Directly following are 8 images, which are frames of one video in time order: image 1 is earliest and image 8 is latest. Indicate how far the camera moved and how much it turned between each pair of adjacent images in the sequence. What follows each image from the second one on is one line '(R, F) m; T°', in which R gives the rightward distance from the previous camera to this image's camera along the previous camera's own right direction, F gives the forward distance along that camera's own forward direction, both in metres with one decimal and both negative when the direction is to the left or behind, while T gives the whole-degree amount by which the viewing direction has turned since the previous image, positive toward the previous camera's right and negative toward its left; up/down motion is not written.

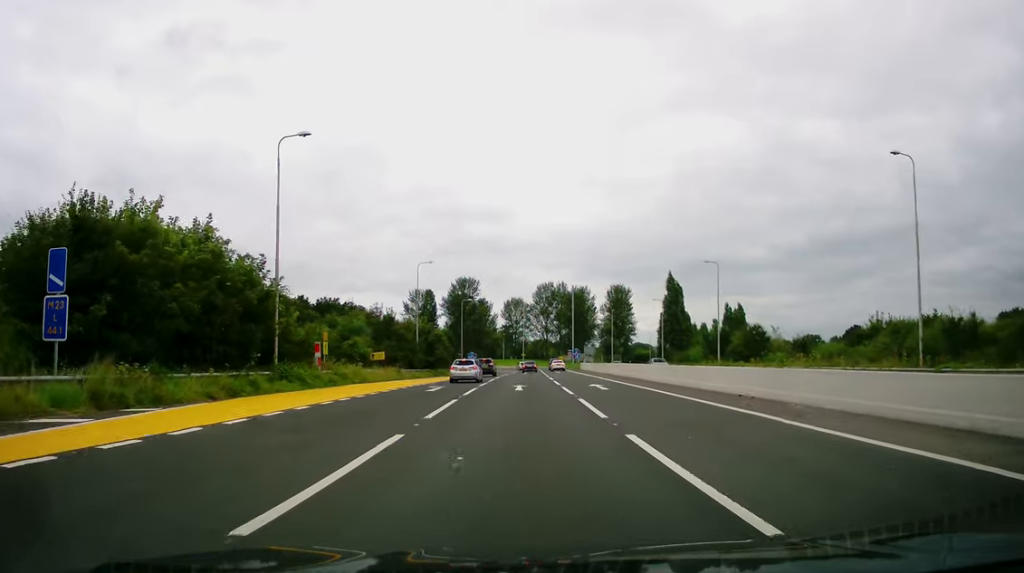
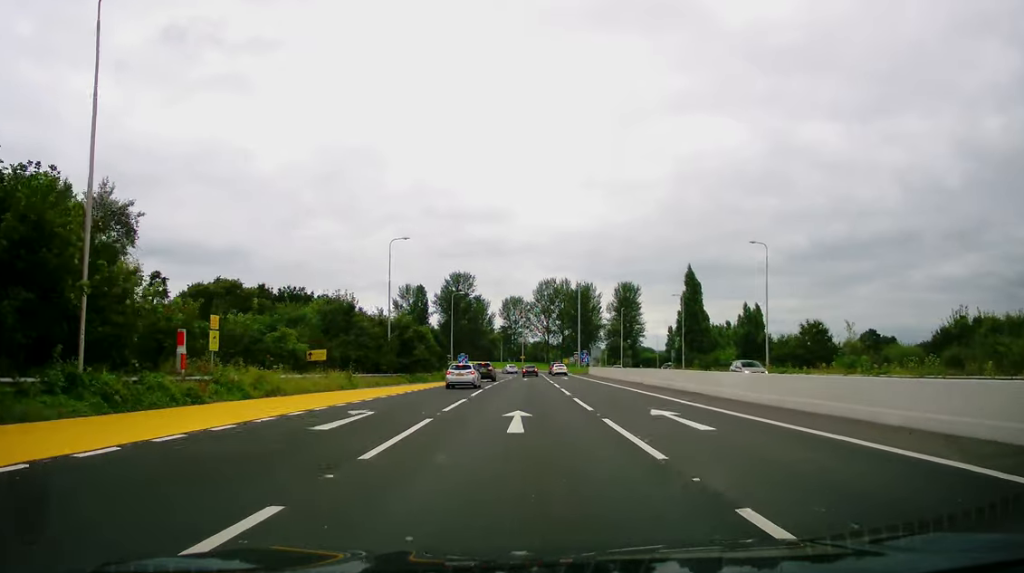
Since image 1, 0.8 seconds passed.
(+0.2, +15.2) m; 0°
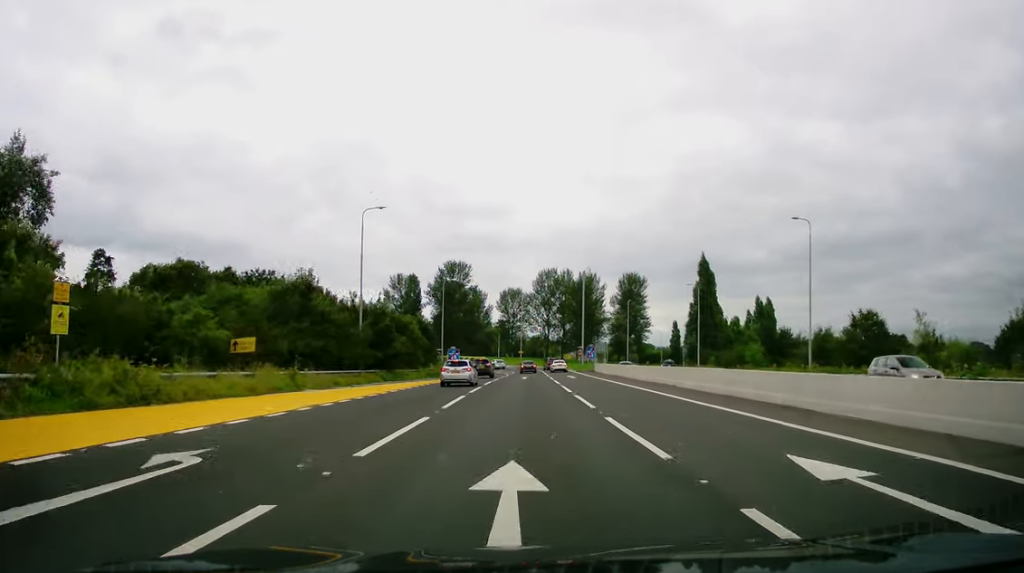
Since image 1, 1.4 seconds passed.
(-0.2, +9.5) m; 0°
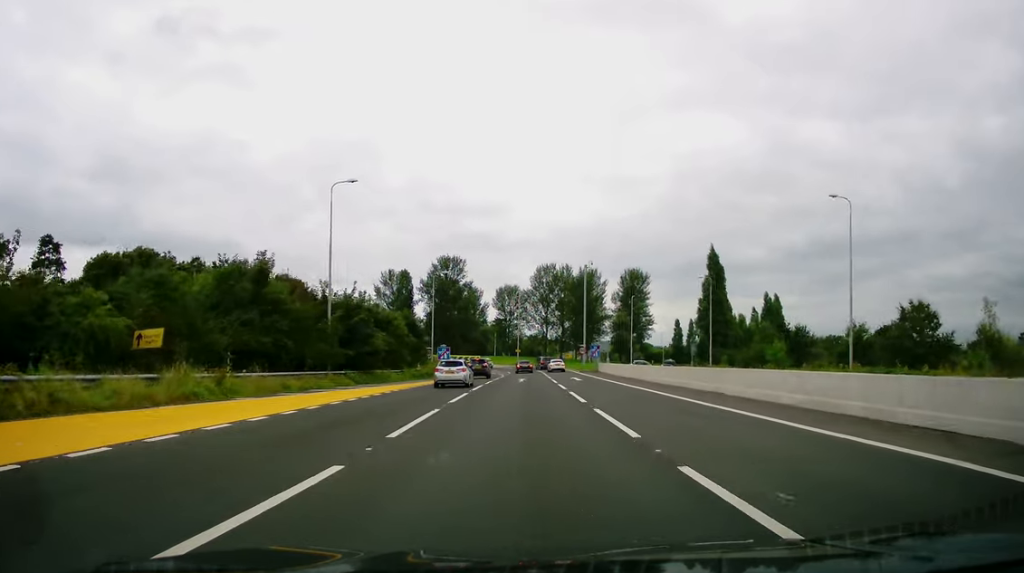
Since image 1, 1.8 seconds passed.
(-0.2, +7.1) m; 0°
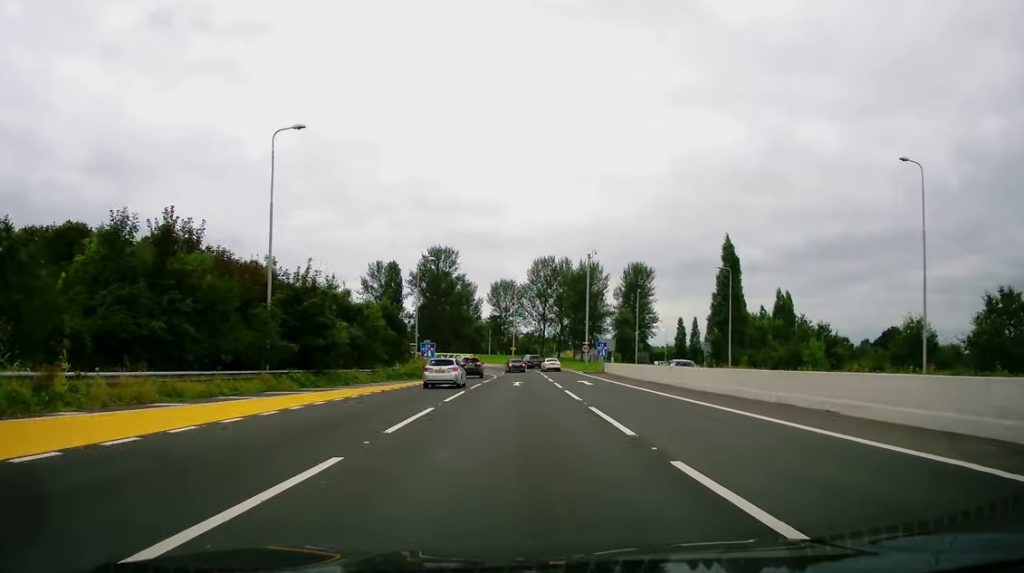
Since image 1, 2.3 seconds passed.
(+0.1, +9.3) m; +1°
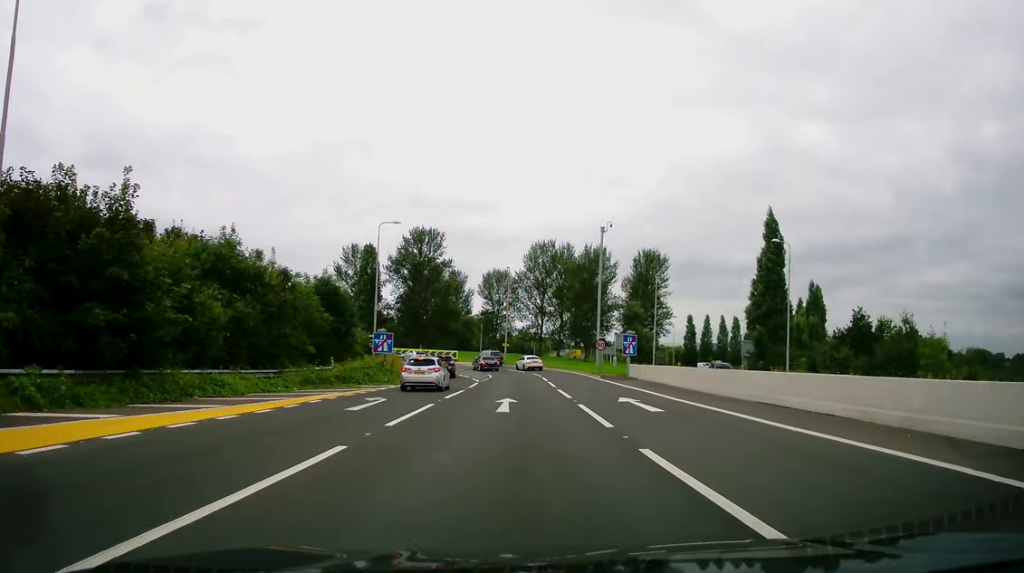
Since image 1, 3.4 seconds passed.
(+0.3, +17.9) m; +2°
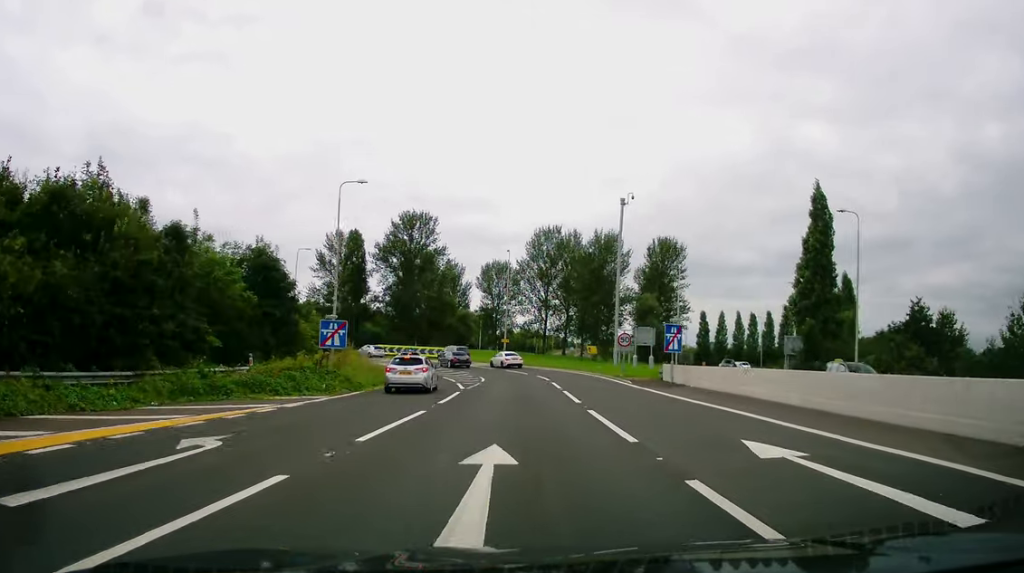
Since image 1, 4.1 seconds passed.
(+0.1, +12.1) m; 0°
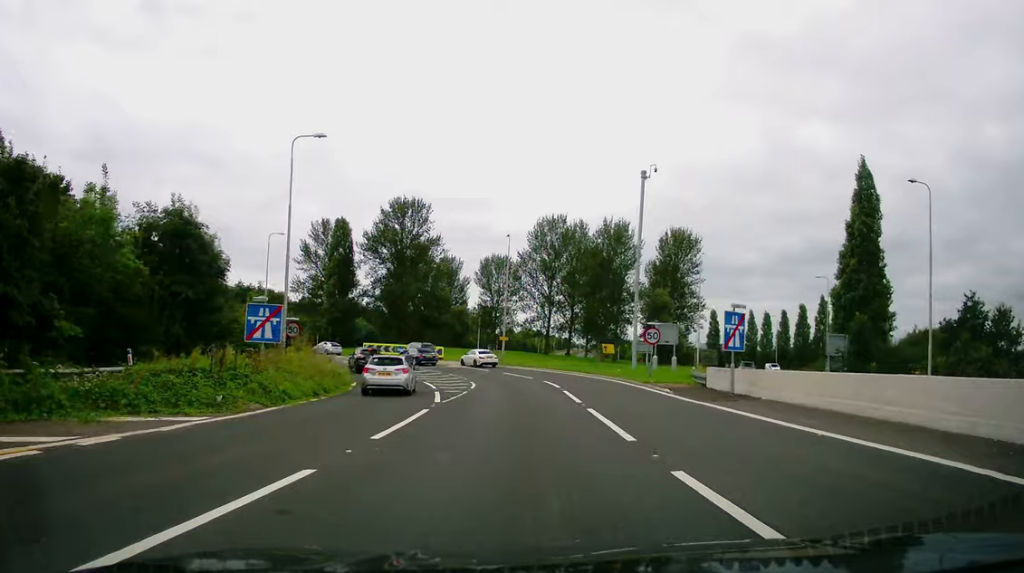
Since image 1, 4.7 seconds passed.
(+0.2, +8.8) m; -1°
